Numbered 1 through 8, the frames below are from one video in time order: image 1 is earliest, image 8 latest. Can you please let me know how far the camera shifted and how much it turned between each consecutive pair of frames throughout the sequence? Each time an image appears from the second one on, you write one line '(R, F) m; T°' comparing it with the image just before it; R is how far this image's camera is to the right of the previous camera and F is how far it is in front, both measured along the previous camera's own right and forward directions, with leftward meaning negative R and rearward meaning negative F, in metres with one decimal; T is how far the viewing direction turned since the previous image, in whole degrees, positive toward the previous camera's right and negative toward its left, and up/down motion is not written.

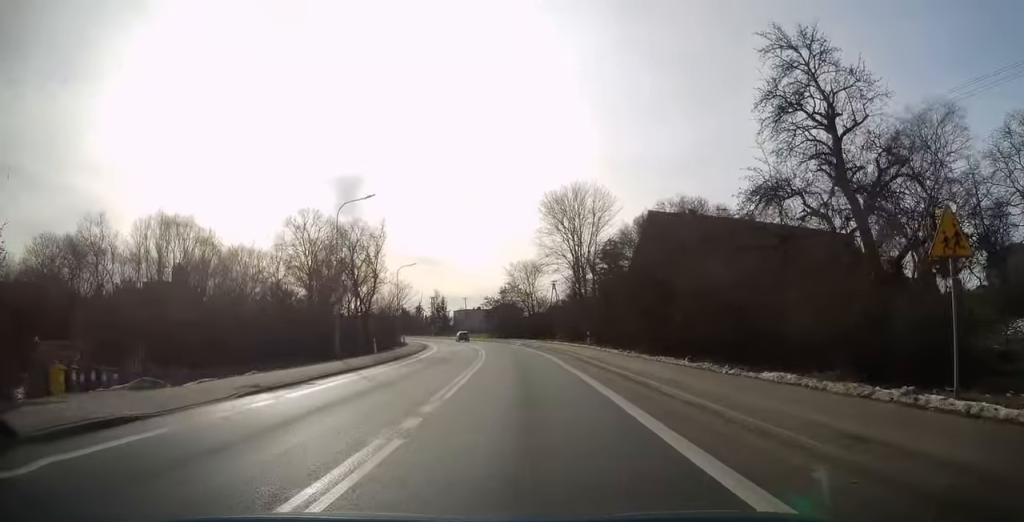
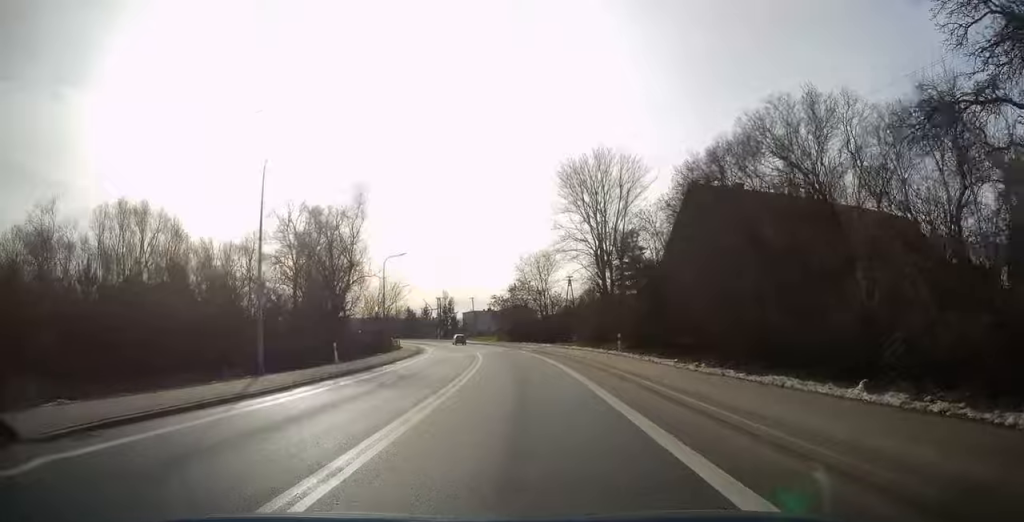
(0.0, +10.0) m; -1°
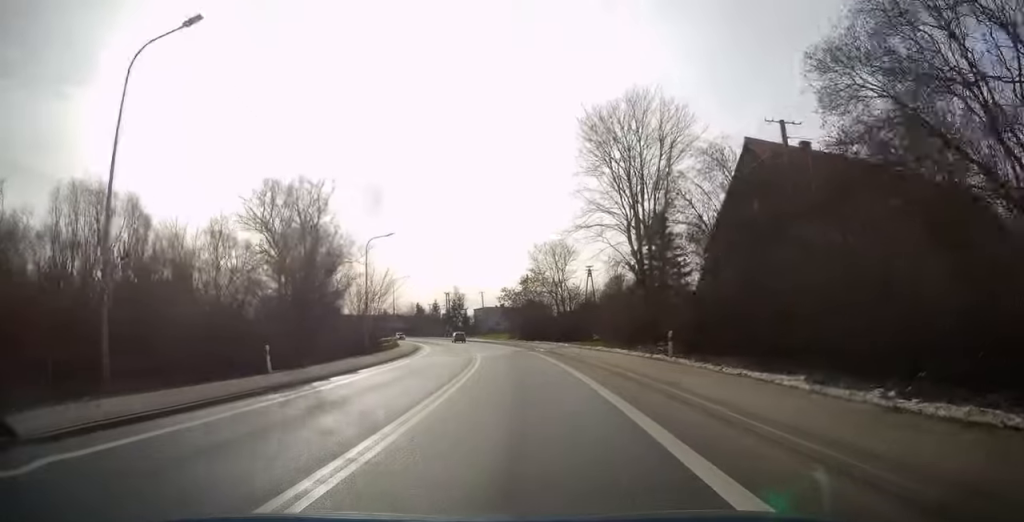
(0.0, +9.2) m; -1°
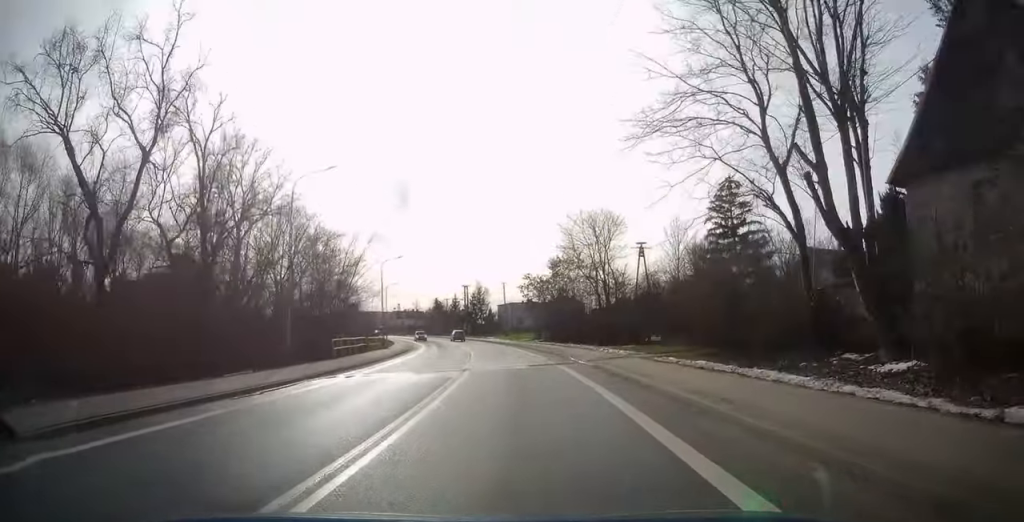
(-0.4, +17.4) m; -3°
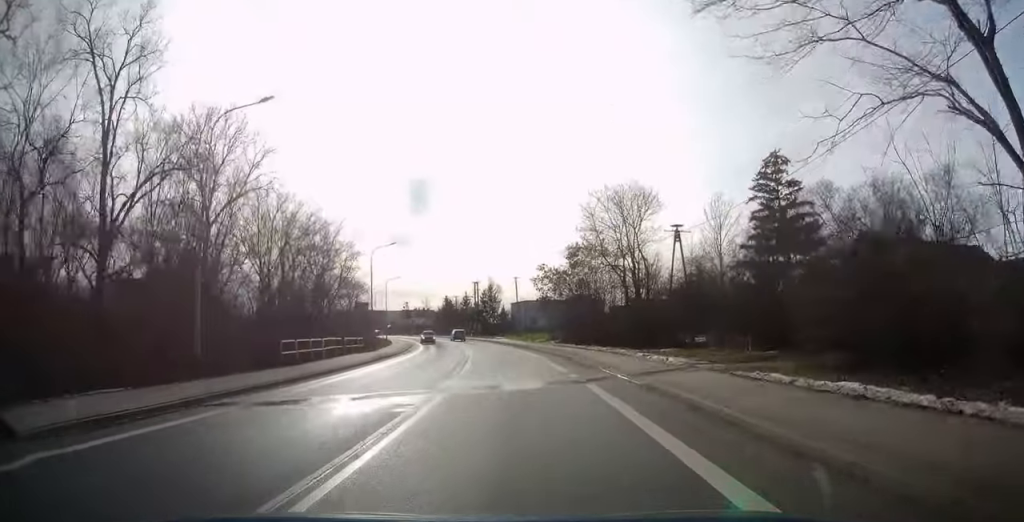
(-0.2, +8.2) m; -1°
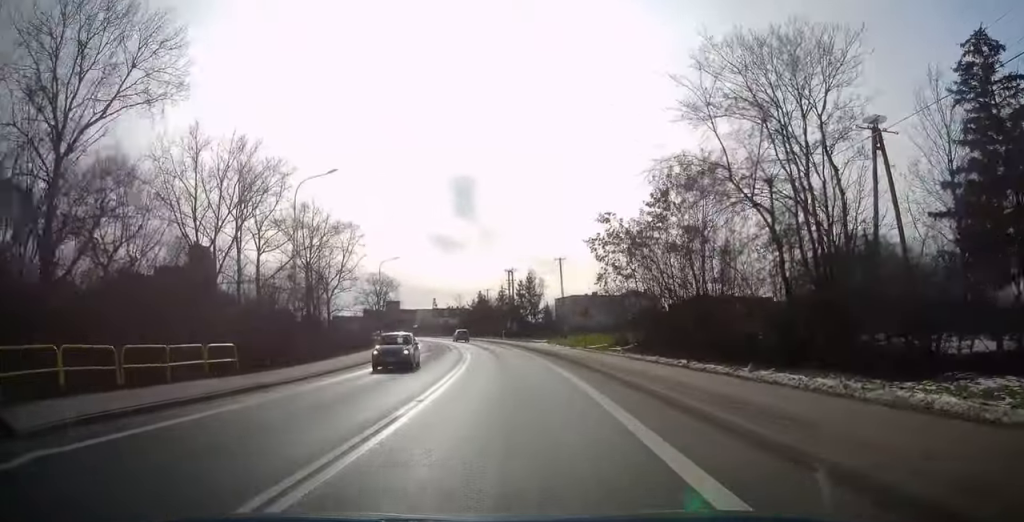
(-0.6, +22.3) m; -4°
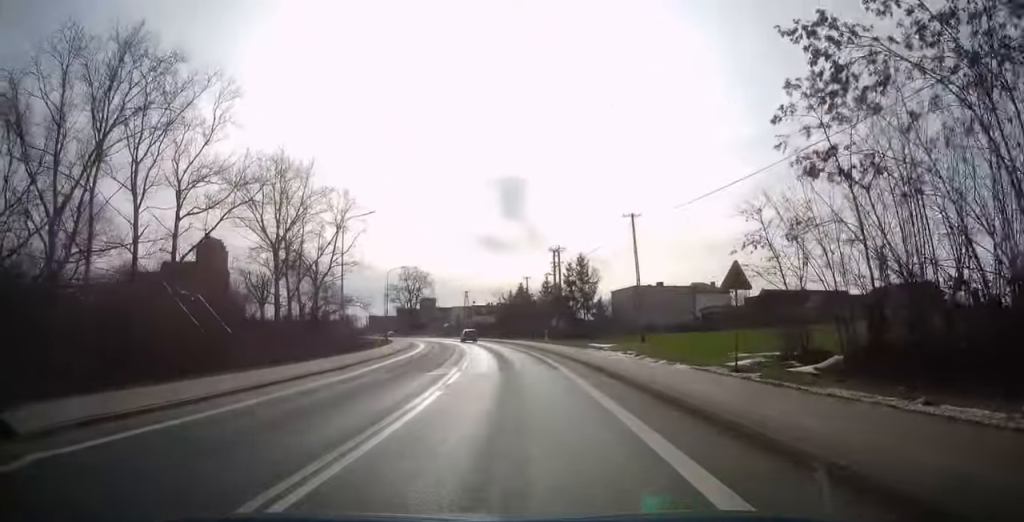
(-0.9, +21.8) m; -4°
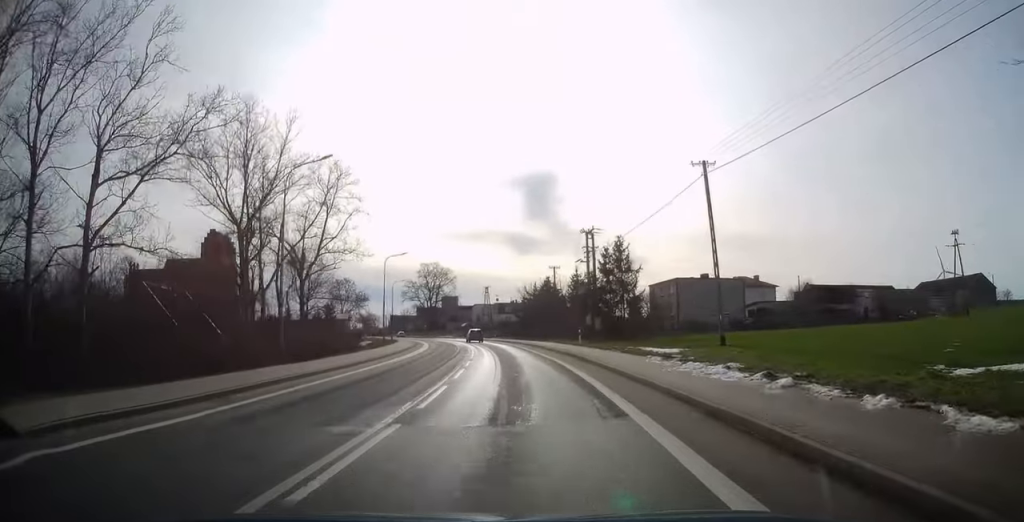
(-0.2, +11.6) m; -2°
